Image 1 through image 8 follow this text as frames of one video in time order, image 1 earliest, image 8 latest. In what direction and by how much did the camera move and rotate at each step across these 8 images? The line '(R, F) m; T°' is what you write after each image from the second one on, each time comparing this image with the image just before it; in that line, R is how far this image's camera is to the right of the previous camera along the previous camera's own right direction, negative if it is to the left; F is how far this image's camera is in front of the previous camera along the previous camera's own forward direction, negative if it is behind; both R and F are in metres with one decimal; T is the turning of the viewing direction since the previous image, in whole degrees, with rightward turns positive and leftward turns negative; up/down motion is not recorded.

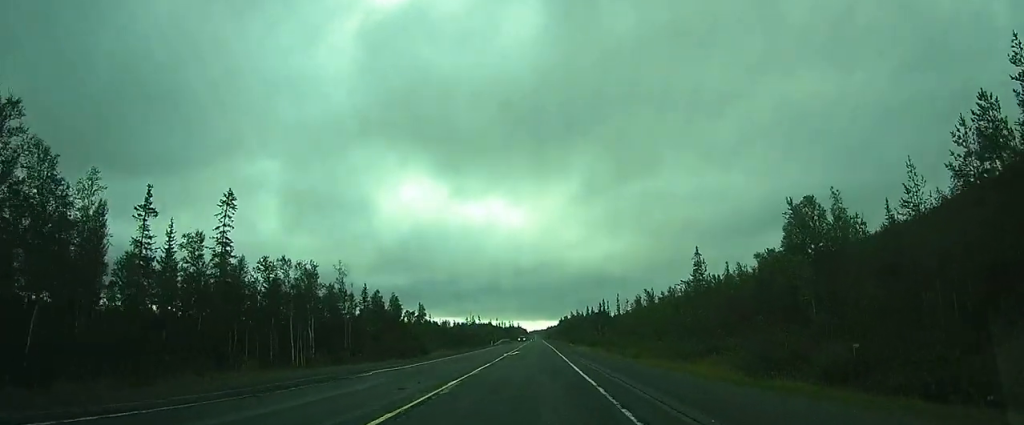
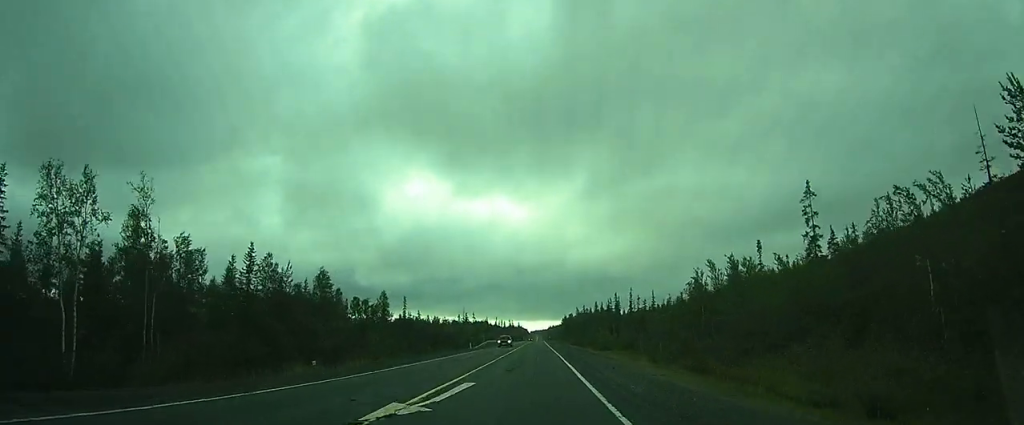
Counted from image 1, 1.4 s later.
(+0.1, +33.7) m; 0°
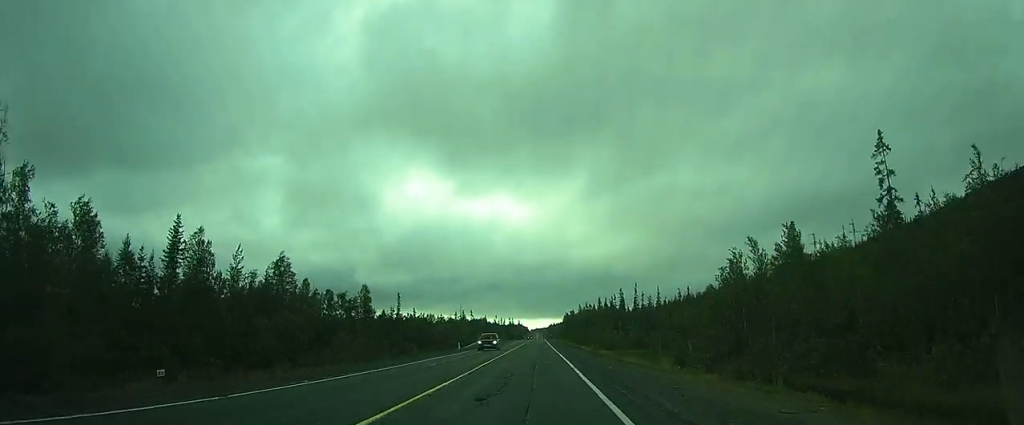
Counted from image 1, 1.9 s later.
(0.0, +10.9) m; 0°
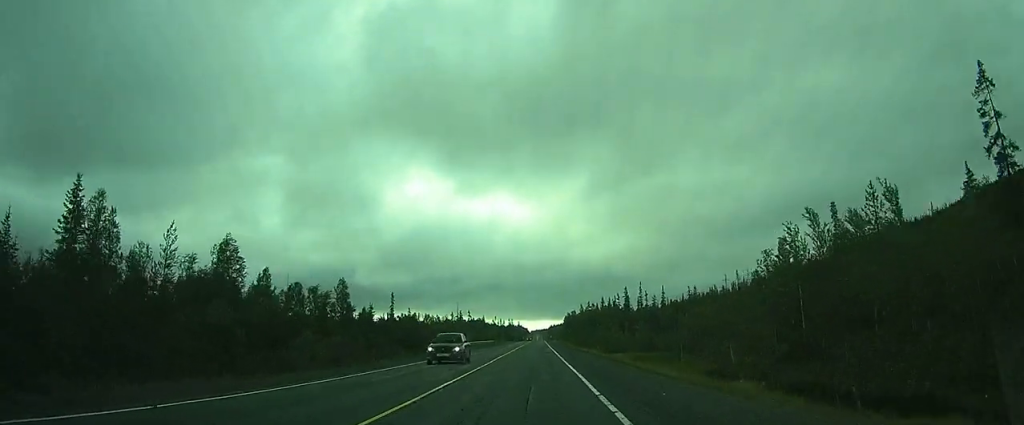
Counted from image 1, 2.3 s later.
(0.0, +10.1) m; 0°
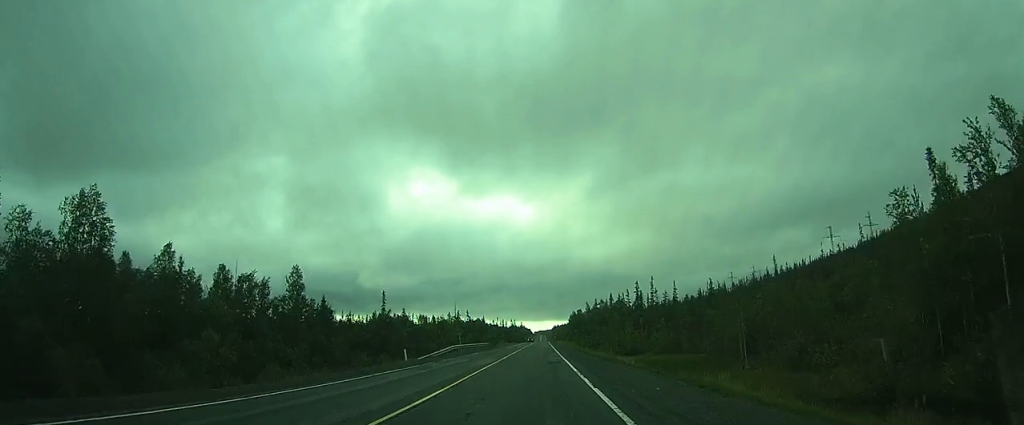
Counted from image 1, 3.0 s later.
(0.0, +16.3) m; 0°
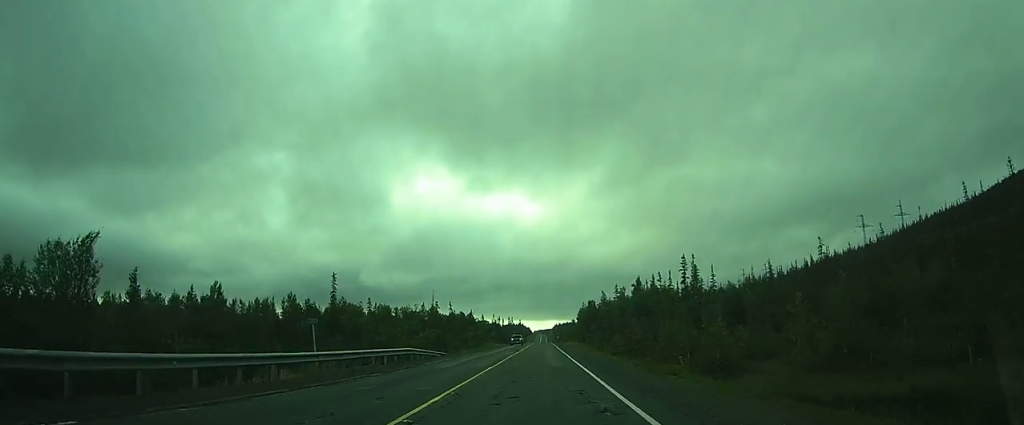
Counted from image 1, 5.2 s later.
(-0.1, +50.3) m; 0°
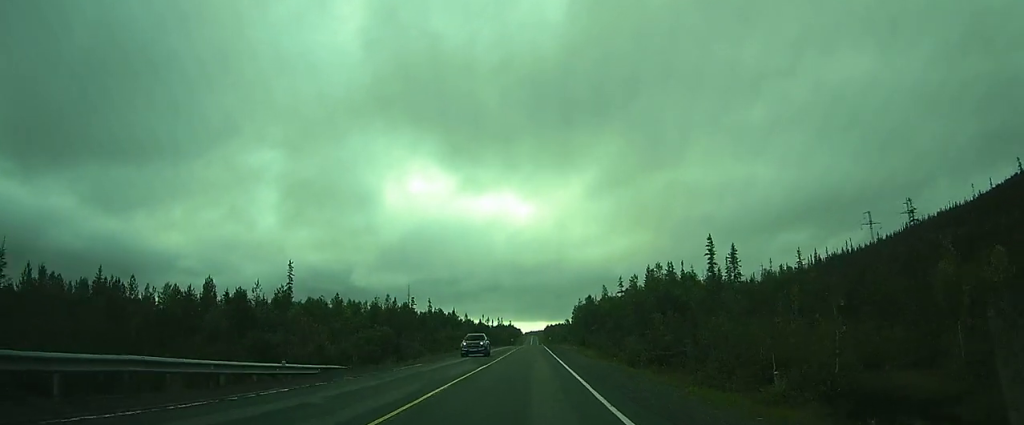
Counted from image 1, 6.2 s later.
(0.0, +22.5) m; 0°
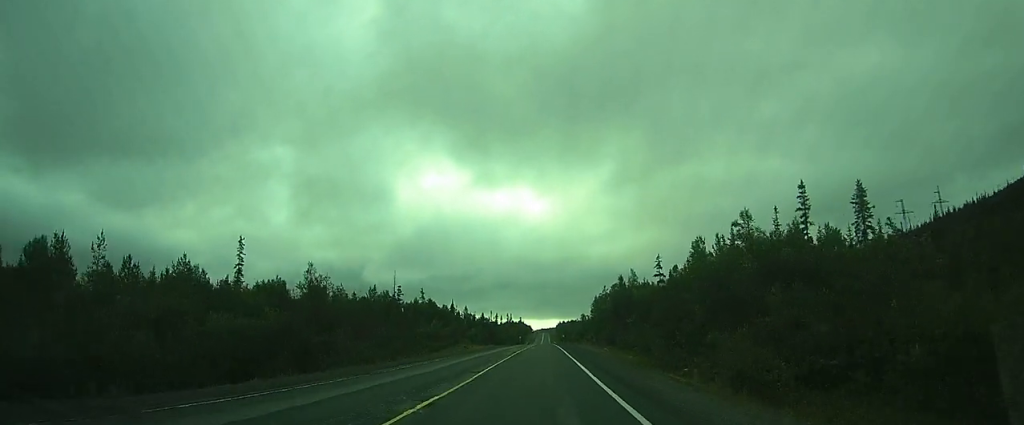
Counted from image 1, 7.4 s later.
(-0.1, +28.1) m; 0°
